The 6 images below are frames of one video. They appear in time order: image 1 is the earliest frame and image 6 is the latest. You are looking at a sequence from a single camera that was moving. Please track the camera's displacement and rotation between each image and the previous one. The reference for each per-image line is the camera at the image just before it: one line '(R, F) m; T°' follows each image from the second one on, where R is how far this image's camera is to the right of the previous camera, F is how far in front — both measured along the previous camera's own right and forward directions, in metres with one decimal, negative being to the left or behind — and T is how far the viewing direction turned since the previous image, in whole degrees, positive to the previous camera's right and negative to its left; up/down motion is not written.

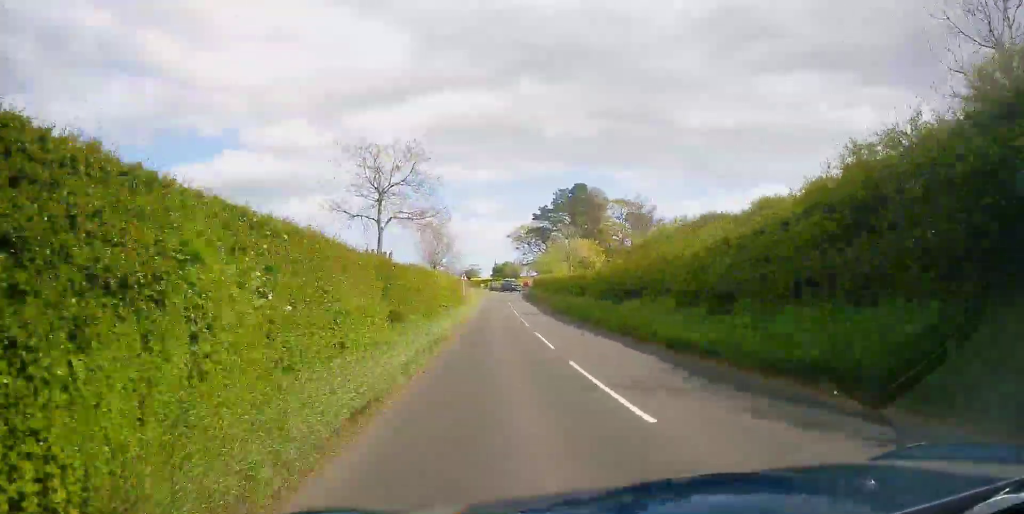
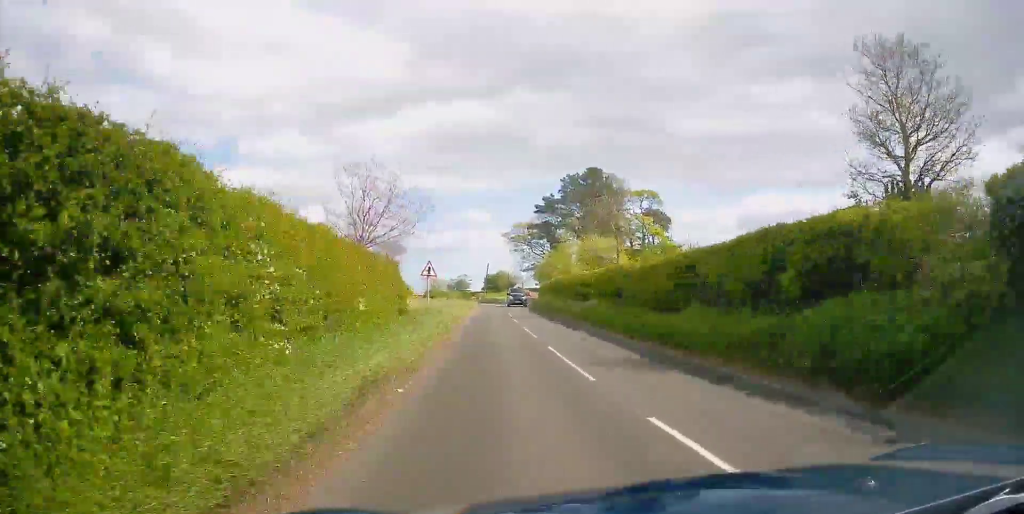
(-0.3, +26.2) m; +1°
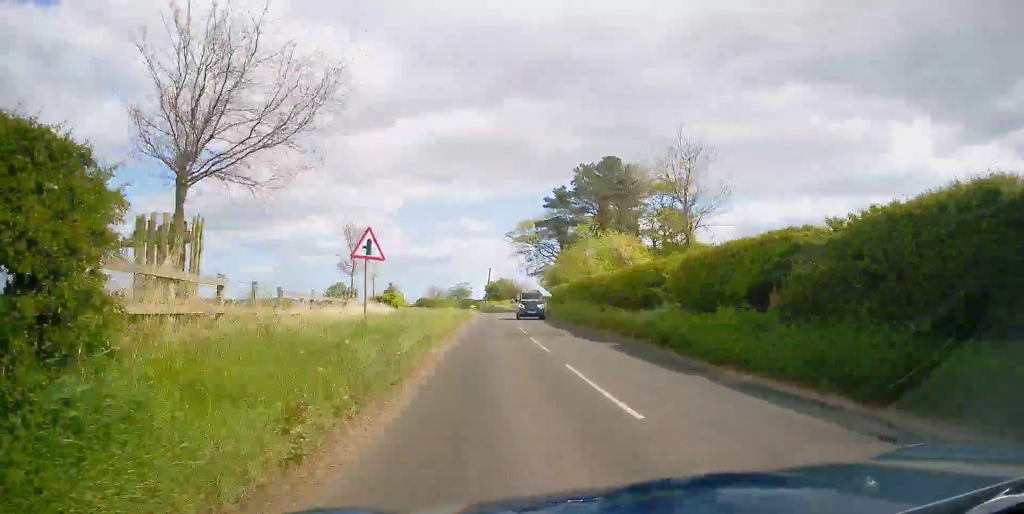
(+0.3, +13.4) m; +2°
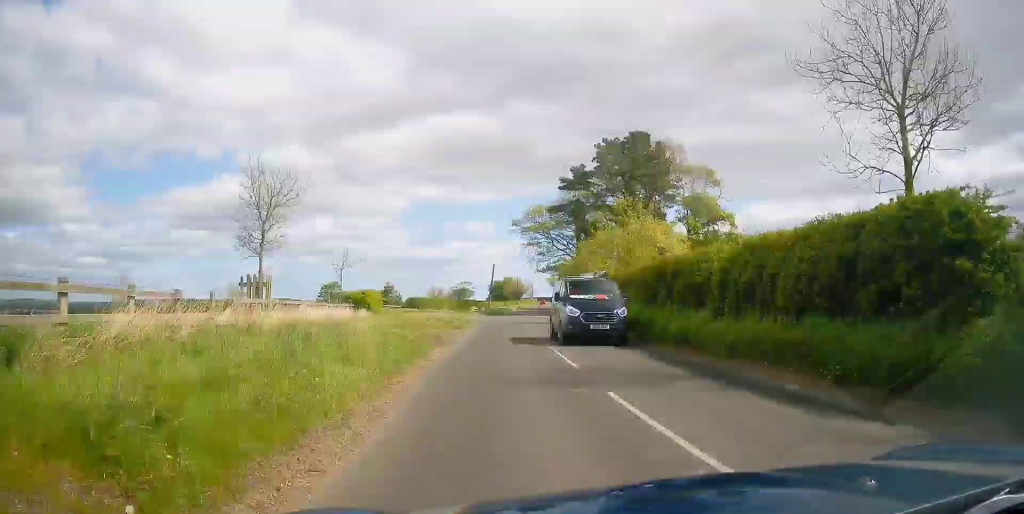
(+0.3, +13.6) m; +1°
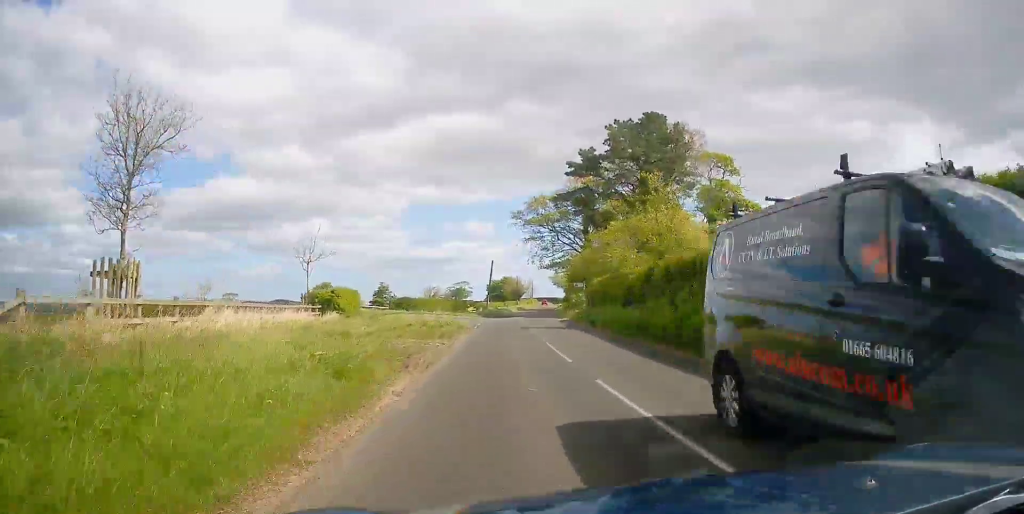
(-0.1, +8.1) m; 0°
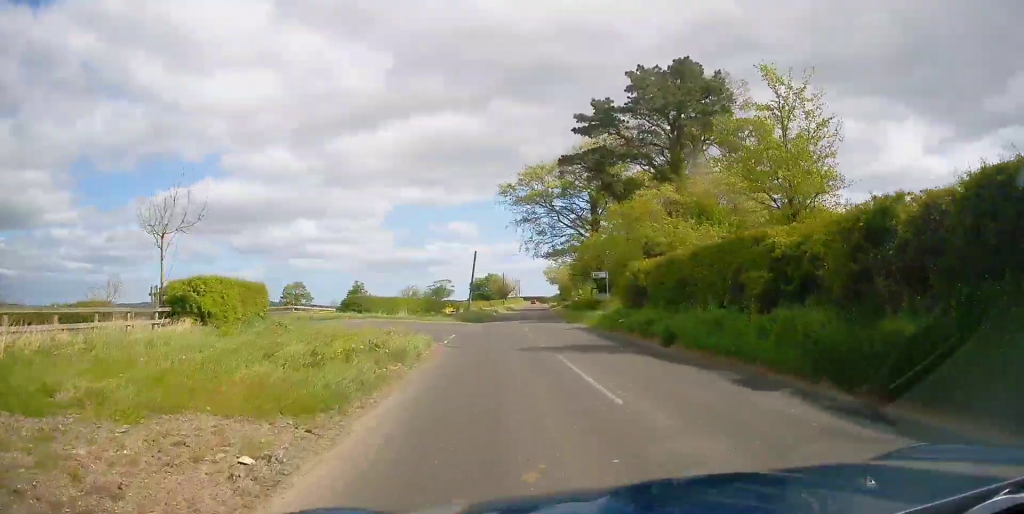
(+0.1, +15.4) m; 0°
